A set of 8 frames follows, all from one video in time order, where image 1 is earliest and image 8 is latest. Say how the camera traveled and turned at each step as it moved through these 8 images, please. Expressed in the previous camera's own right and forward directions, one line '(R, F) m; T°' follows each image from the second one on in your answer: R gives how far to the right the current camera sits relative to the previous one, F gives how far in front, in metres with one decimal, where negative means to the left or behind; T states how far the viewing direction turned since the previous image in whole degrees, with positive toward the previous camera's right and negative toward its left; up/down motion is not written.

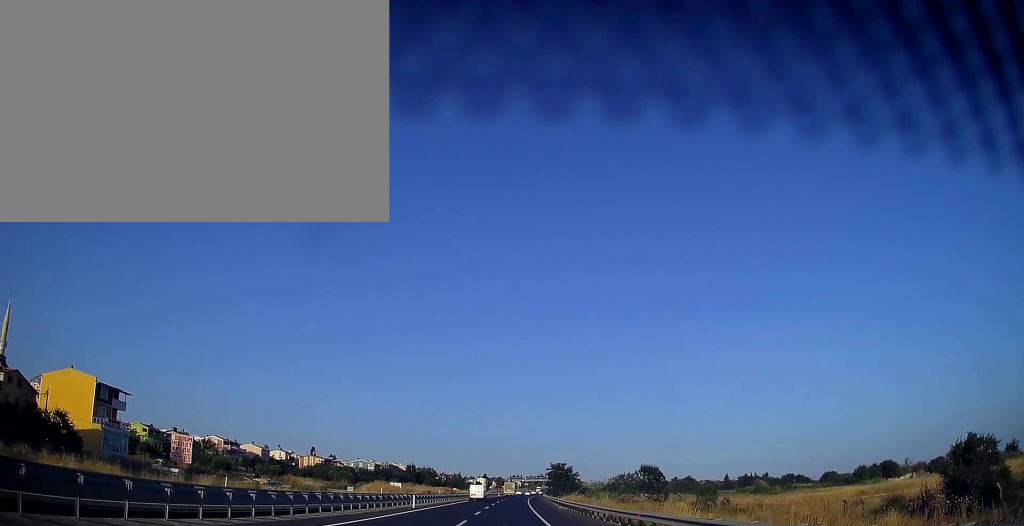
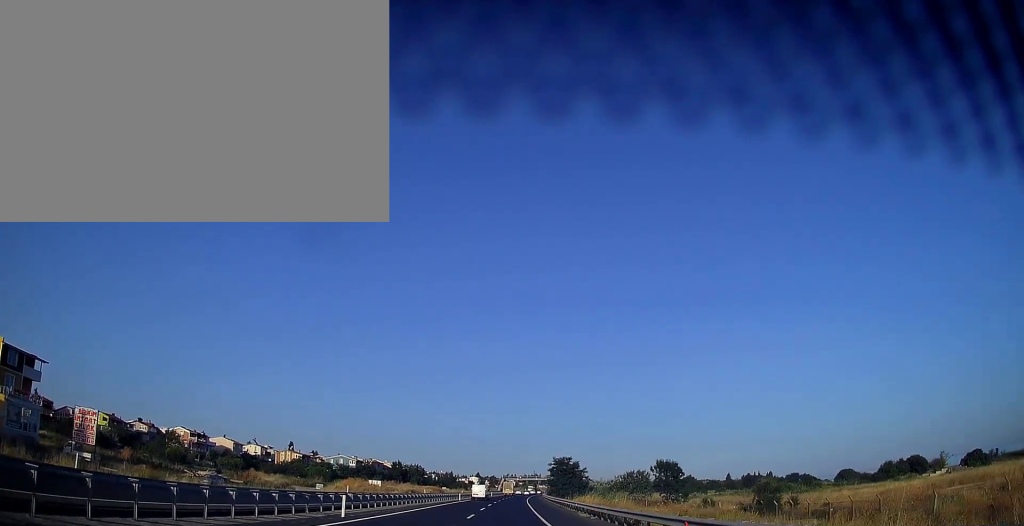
(0.0, +17.6) m; 0°
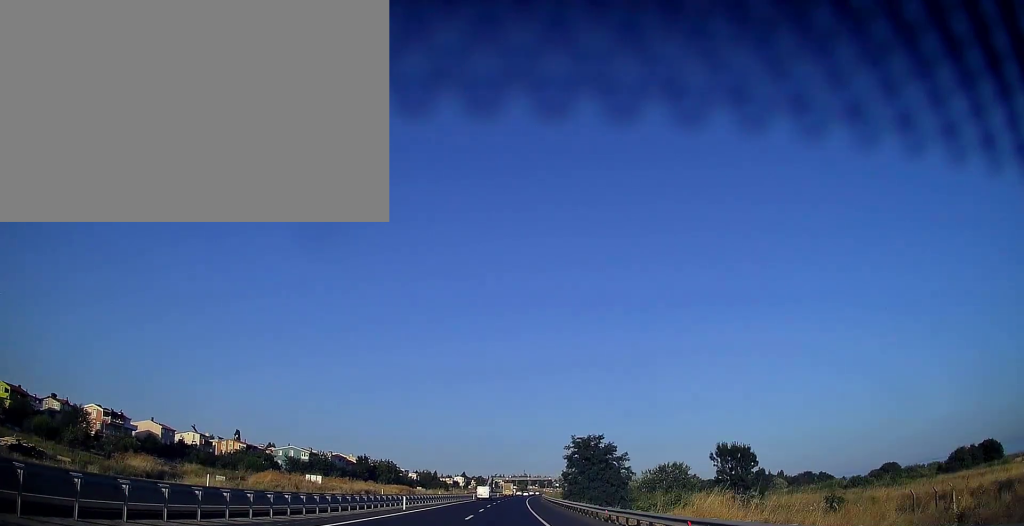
(+0.1, +36.2) m; +1°
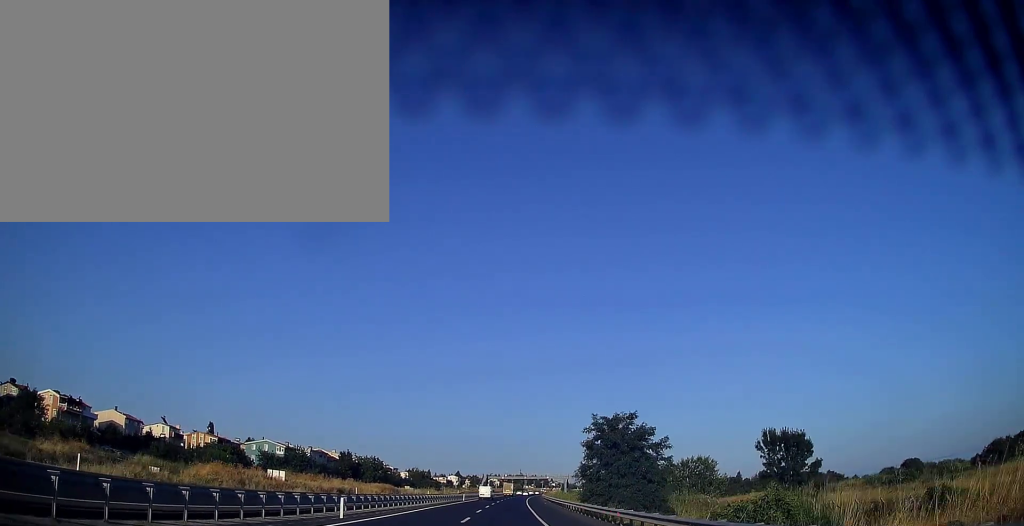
(+0.2, +14.7) m; 0°
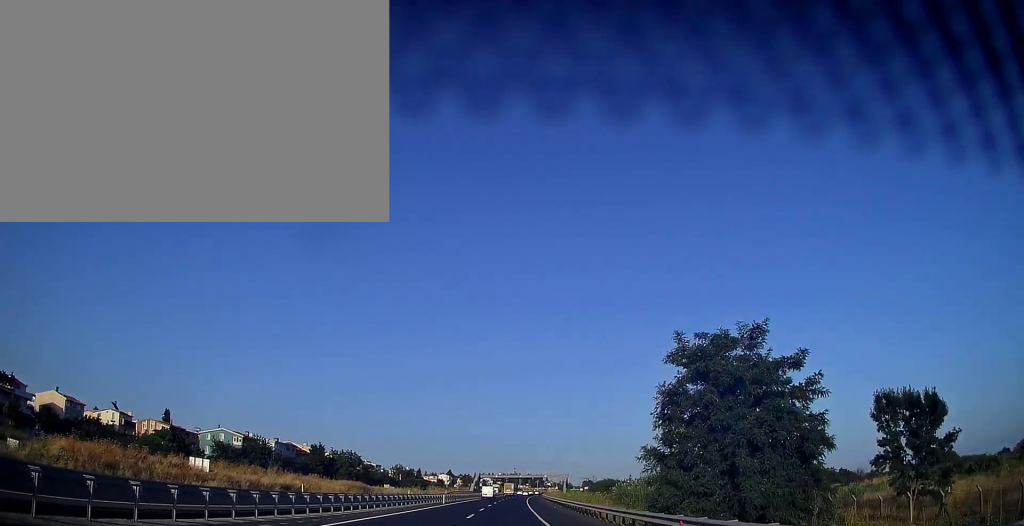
(+0.2, +20.6) m; +1°
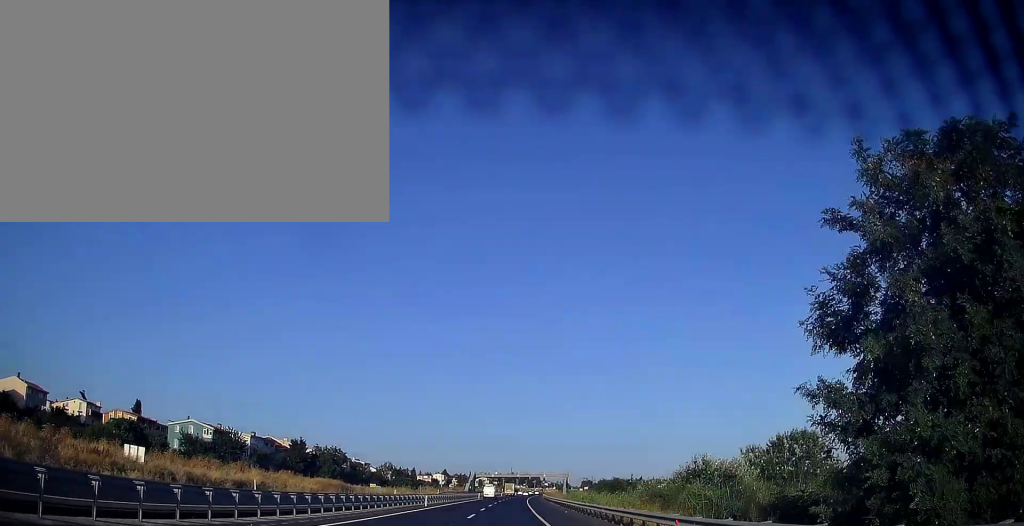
(0.0, +11.8) m; 0°
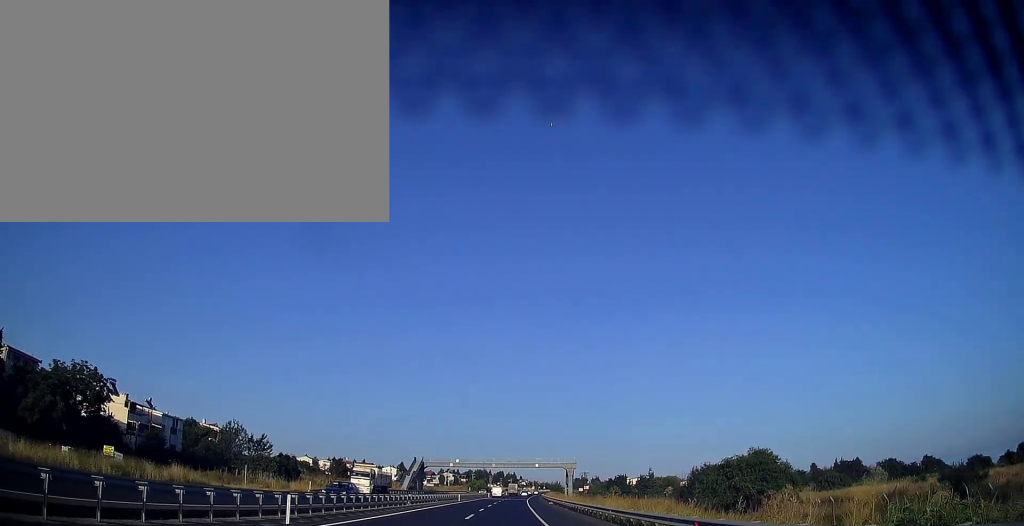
(+2.0, +85.4) m; +3°
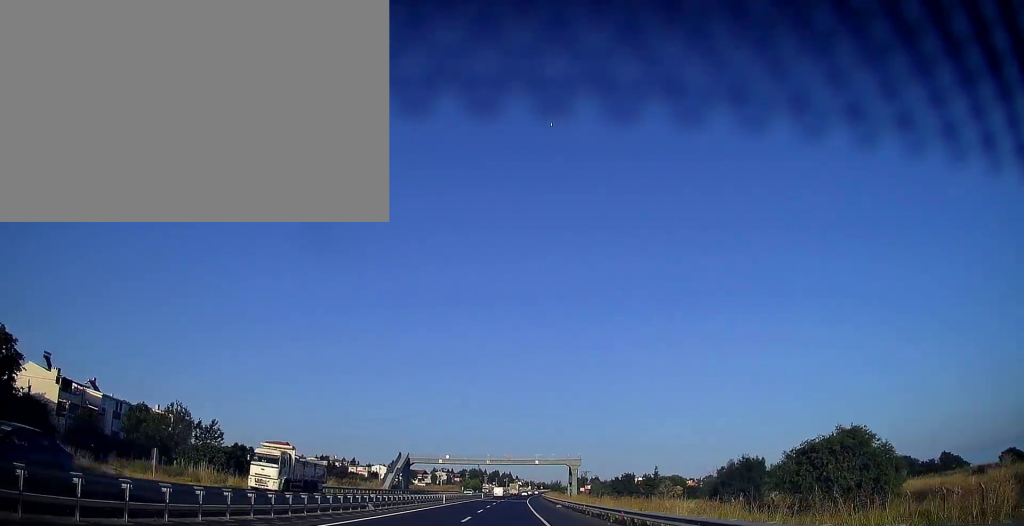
(+0.1, +14.8) m; 0°
